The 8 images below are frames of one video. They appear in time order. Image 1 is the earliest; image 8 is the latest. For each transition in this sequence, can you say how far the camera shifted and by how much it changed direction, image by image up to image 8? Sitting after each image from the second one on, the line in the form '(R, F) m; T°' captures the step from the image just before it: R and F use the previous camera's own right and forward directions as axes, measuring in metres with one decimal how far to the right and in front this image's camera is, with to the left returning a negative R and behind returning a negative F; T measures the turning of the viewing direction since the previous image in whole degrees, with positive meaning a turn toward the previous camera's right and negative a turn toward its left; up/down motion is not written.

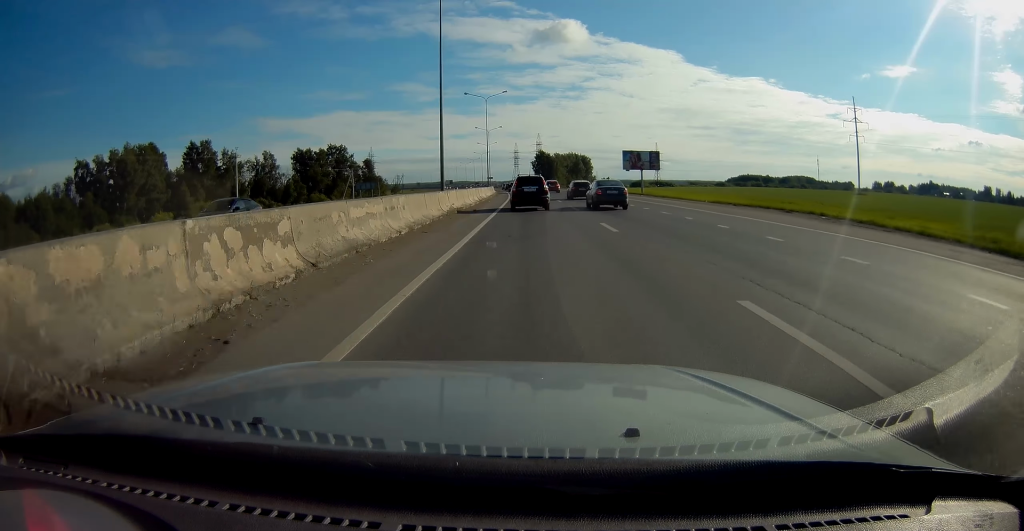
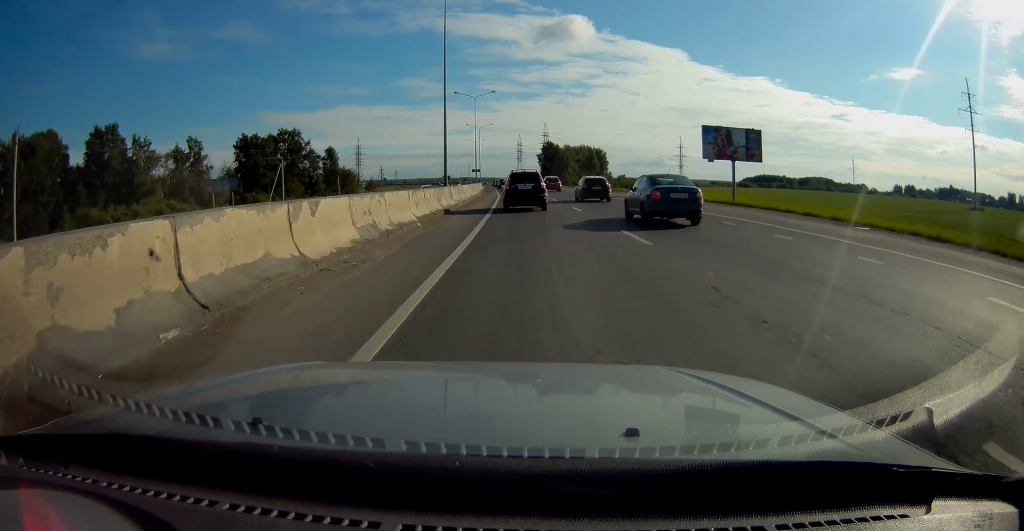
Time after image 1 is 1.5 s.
(-0.3, +39.9) m; -1°
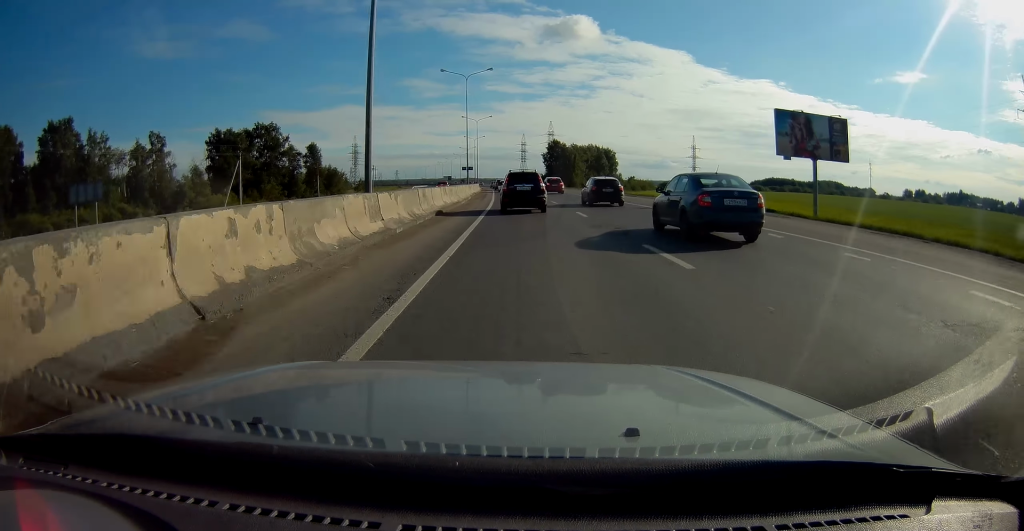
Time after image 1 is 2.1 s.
(0.0, +15.4) m; -1°
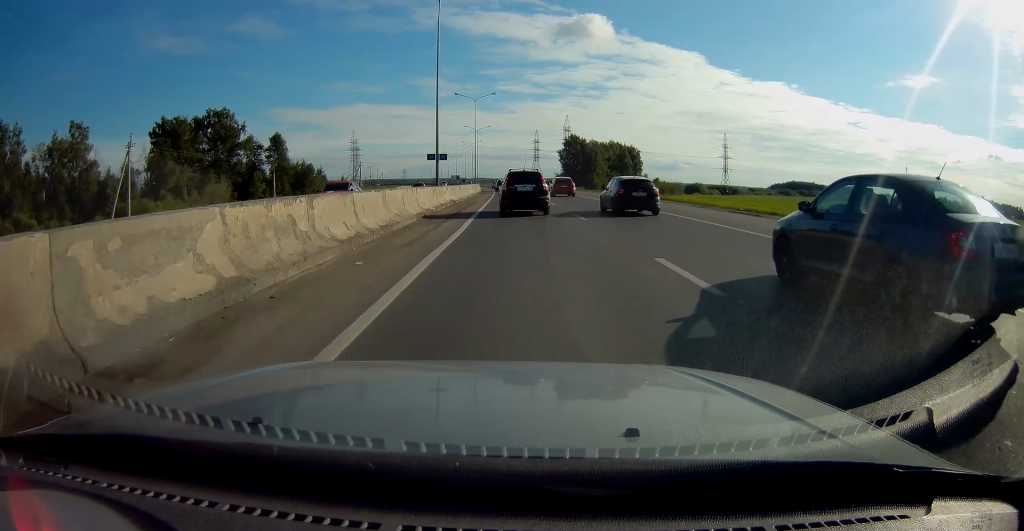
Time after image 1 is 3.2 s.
(-0.3, +26.0) m; -1°
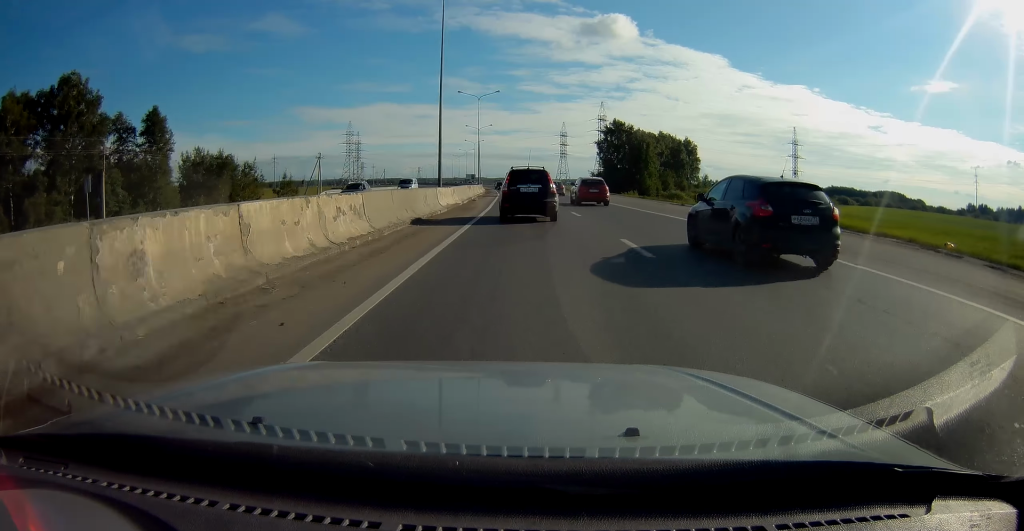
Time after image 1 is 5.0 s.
(-0.6, +44.0) m; -2°
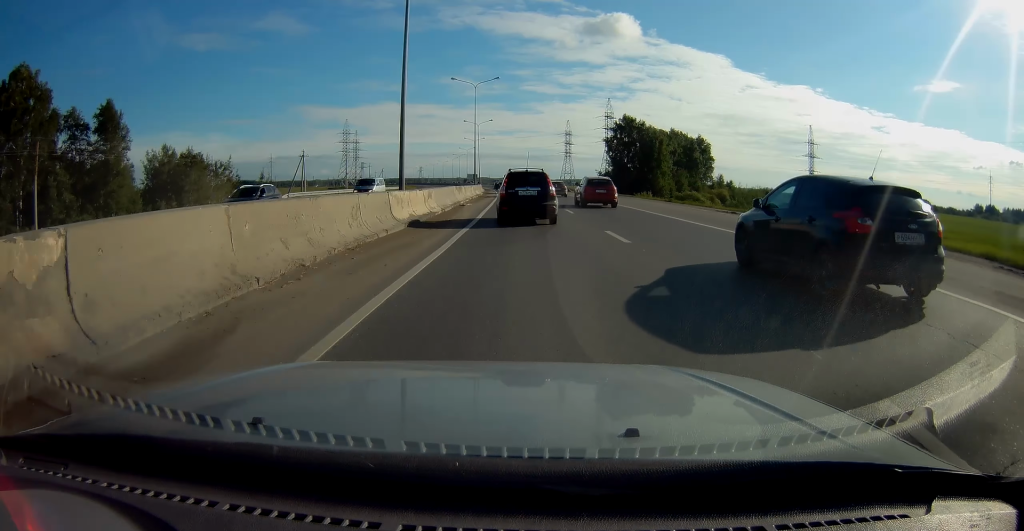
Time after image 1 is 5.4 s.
(-0.1, +9.4) m; 0°
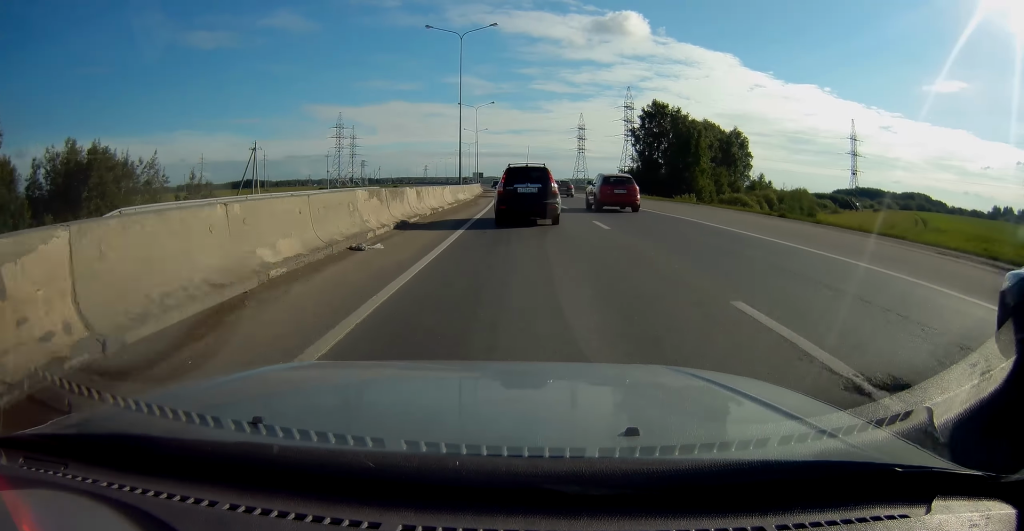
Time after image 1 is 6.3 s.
(-0.1, +20.9) m; -1°
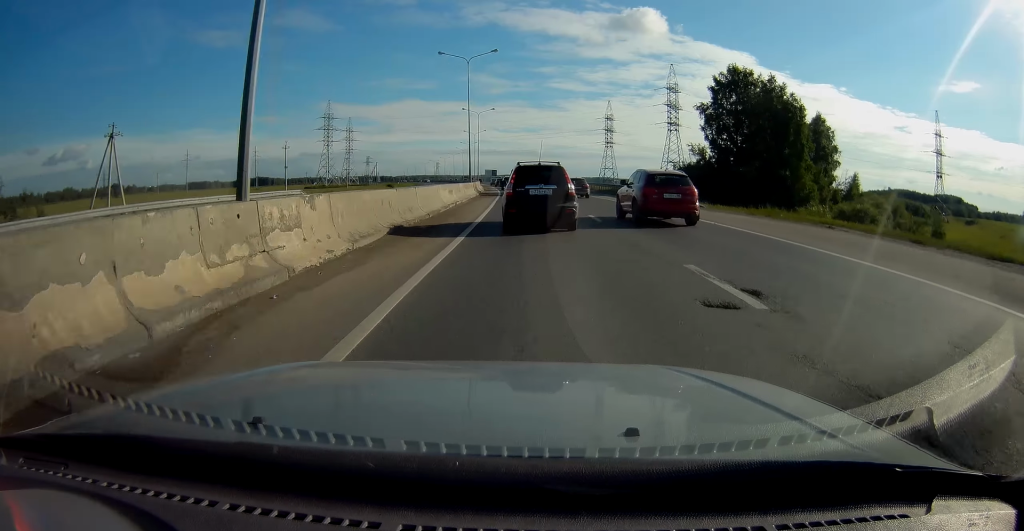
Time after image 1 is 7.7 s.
(-0.8, +32.6) m; -2°
